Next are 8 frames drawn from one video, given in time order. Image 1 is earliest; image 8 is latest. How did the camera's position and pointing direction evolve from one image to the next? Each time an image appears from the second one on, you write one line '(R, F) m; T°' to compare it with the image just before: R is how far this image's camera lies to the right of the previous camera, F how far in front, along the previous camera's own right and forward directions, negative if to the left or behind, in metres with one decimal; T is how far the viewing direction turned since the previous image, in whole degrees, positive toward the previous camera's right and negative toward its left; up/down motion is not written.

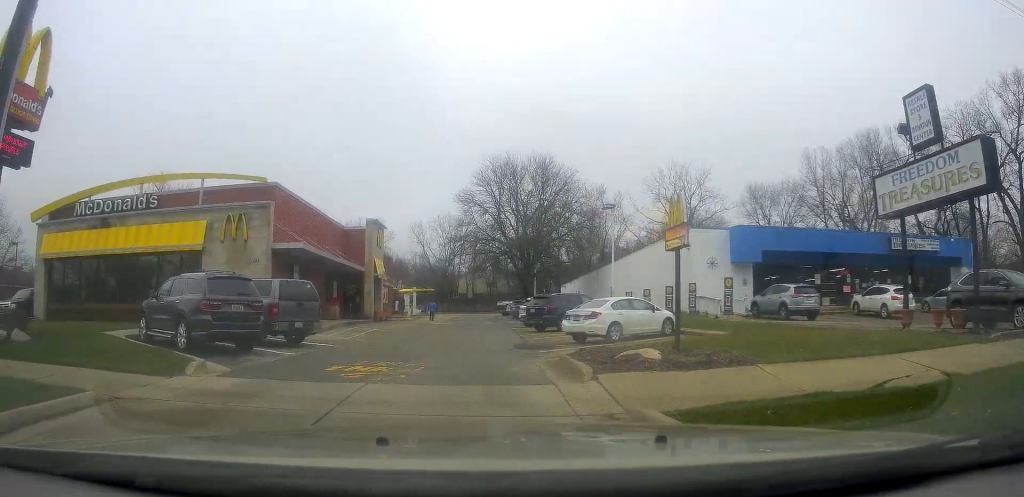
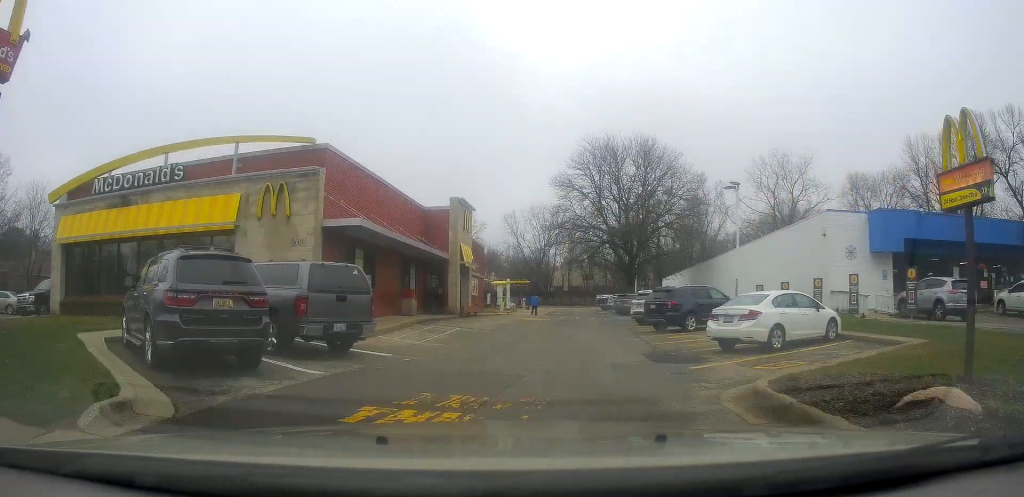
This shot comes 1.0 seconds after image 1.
(-0.8, +4.7) m; -13°
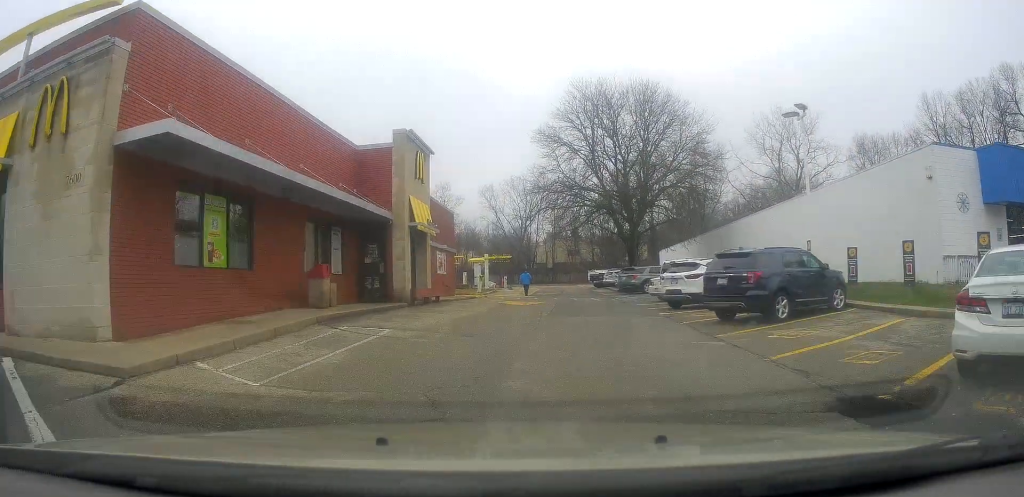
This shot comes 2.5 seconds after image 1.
(-0.6, +9.7) m; -3°
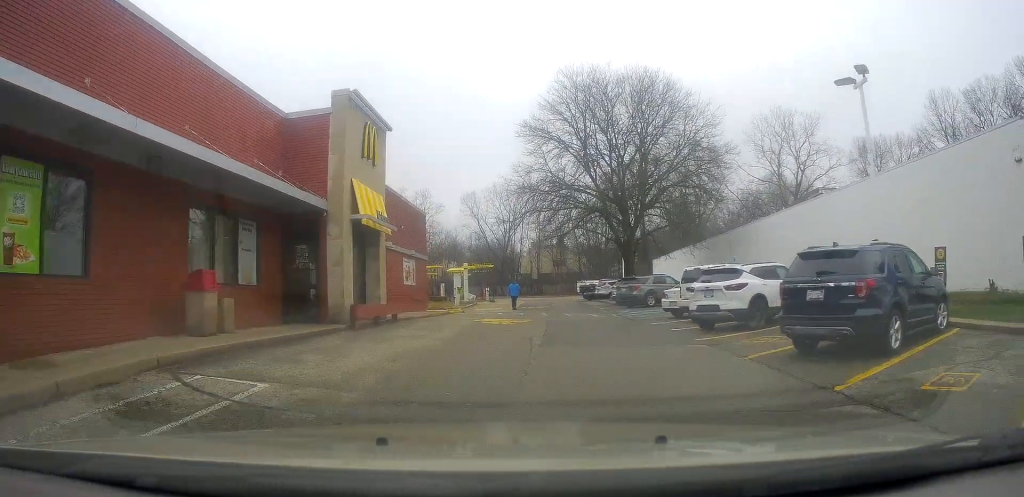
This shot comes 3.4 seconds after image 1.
(+0.2, +5.7) m; -1°
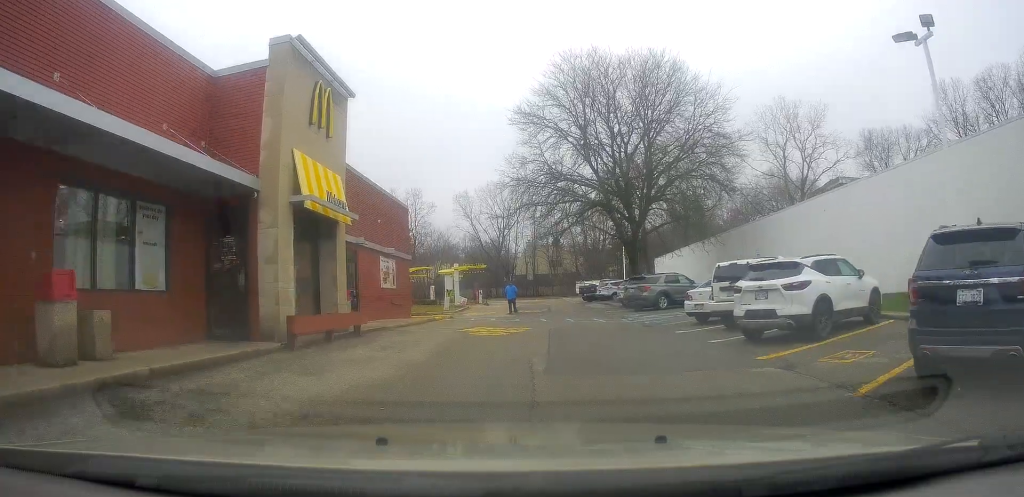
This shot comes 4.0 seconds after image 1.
(-0.3, +3.8) m; +2°
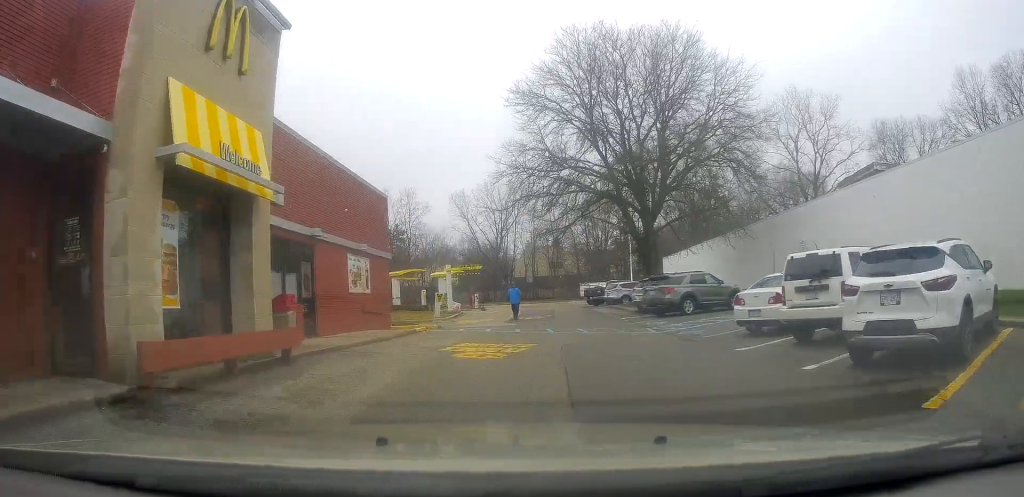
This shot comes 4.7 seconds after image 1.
(+0.1, +4.8) m; +1°
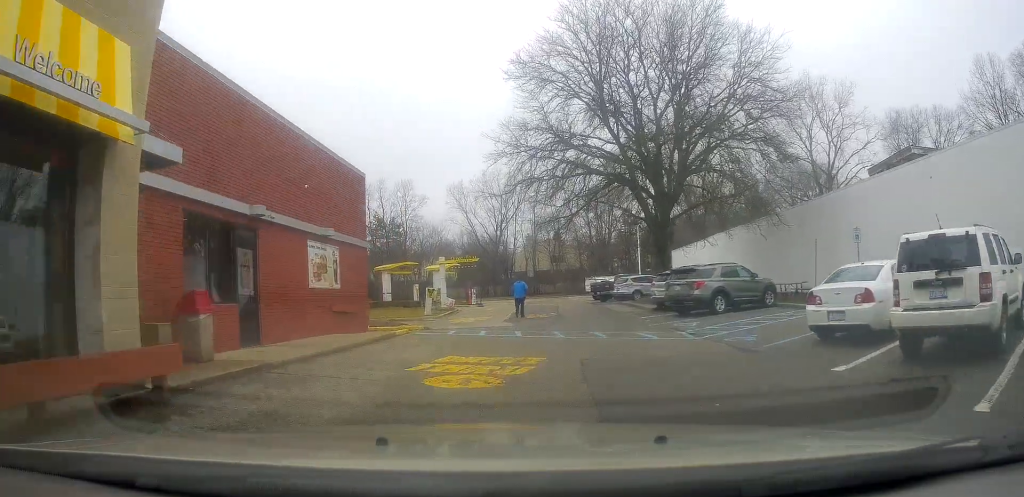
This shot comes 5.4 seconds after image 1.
(+0.4, +4.2) m; 0°
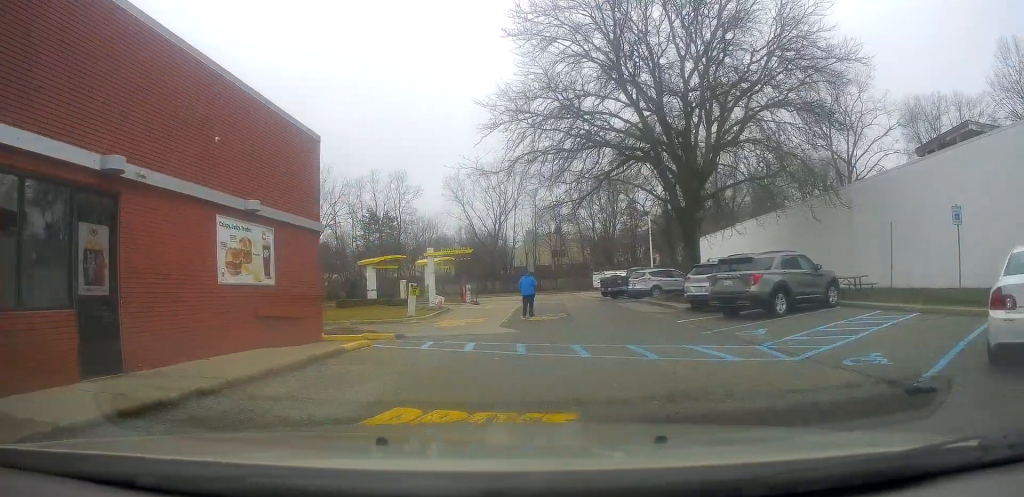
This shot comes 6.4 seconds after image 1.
(-0.7, +5.4) m; 0°
